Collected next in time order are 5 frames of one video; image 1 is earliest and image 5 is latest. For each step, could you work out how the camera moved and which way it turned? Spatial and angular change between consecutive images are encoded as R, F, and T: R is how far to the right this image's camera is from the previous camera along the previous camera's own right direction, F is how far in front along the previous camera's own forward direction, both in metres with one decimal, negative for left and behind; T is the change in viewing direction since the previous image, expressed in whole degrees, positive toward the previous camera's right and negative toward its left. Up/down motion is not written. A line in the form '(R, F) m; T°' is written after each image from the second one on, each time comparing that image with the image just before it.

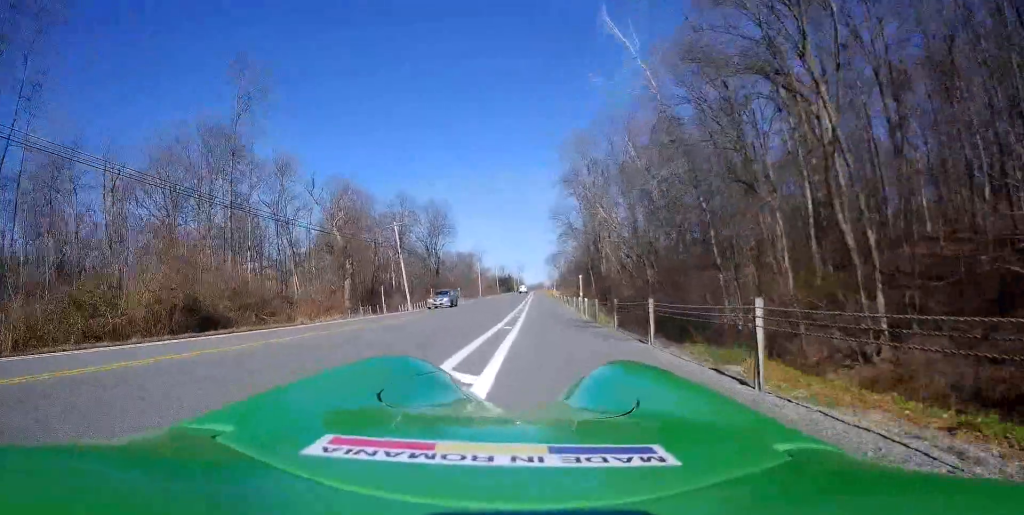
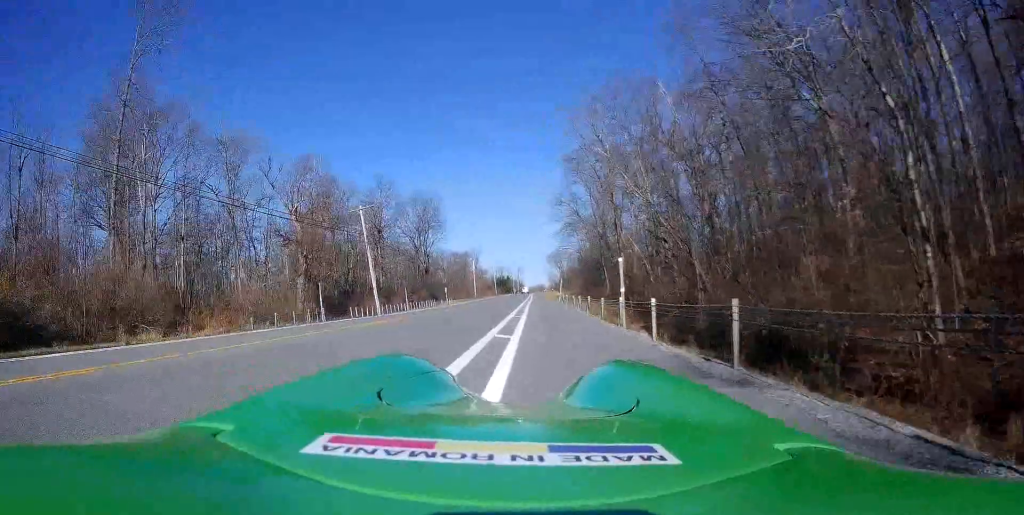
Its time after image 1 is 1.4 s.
(+0.2, +13.6) m; +2°
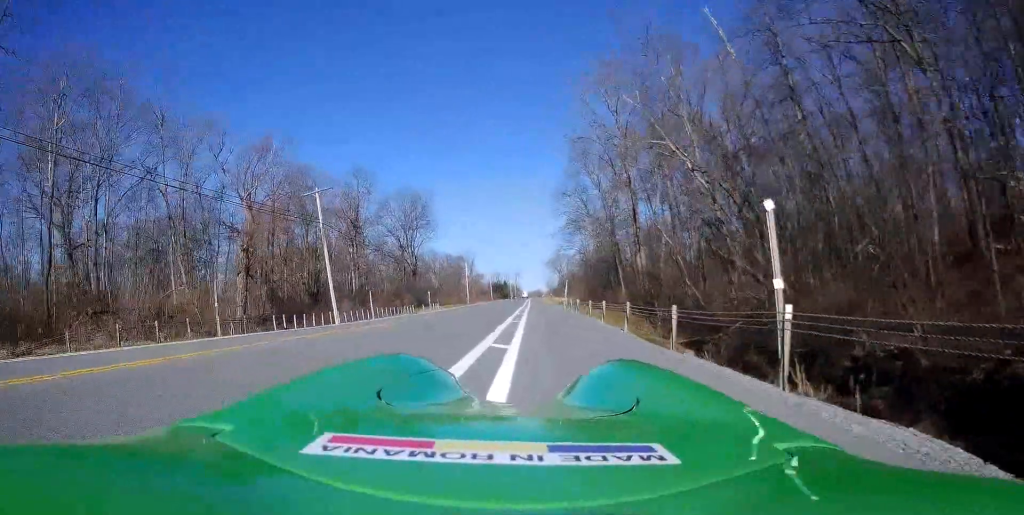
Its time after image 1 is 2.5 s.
(-0.1, +10.5) m; -2°
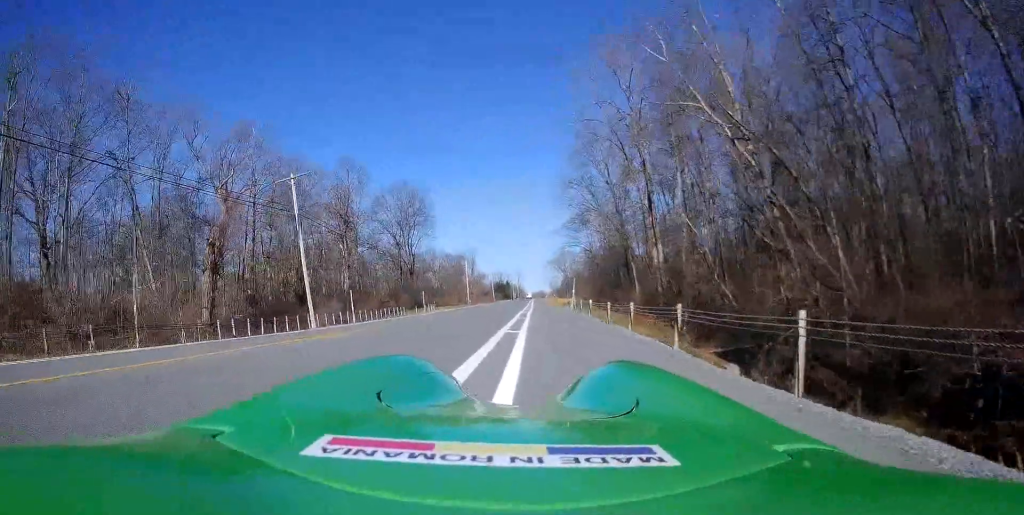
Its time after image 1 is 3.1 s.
(-0.2, +5.1) m; -1°
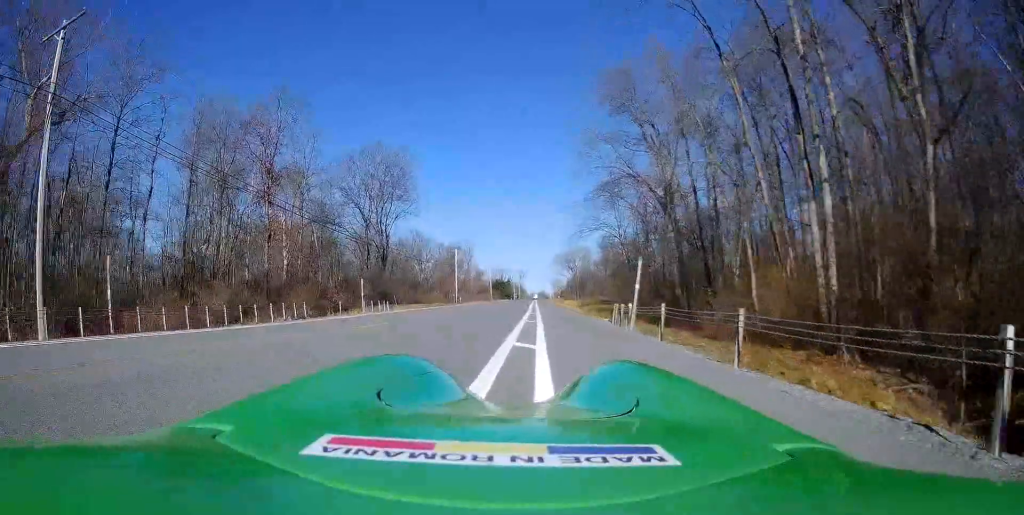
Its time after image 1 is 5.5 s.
(-0.4, +22.0) m; +1°
